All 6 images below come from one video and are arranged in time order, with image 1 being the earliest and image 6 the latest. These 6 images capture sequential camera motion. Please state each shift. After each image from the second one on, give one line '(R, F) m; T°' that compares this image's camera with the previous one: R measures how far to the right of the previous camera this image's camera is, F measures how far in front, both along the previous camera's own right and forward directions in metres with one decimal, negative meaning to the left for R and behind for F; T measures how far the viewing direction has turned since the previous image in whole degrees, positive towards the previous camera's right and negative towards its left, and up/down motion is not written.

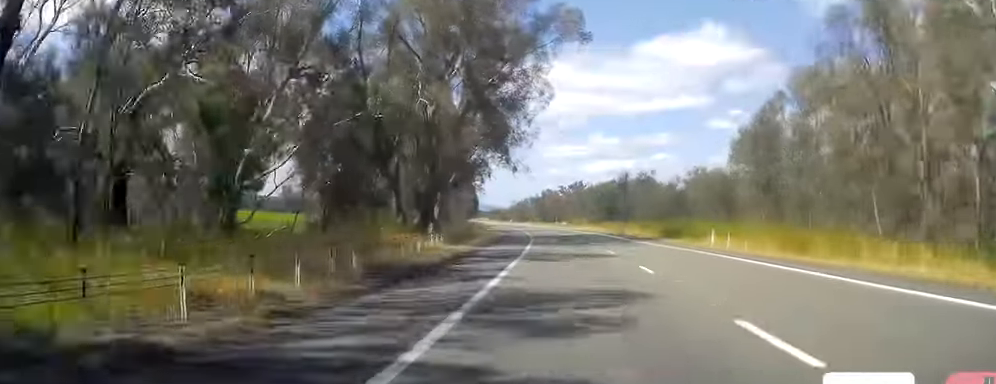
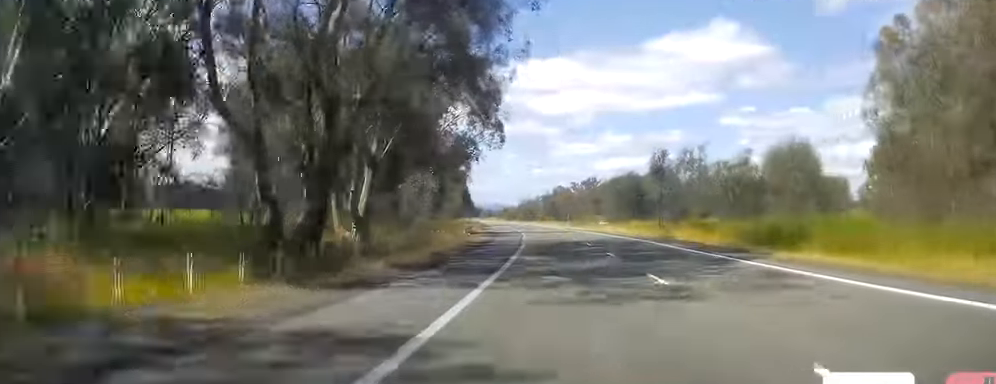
(+0.1, +27.0) m; 0°
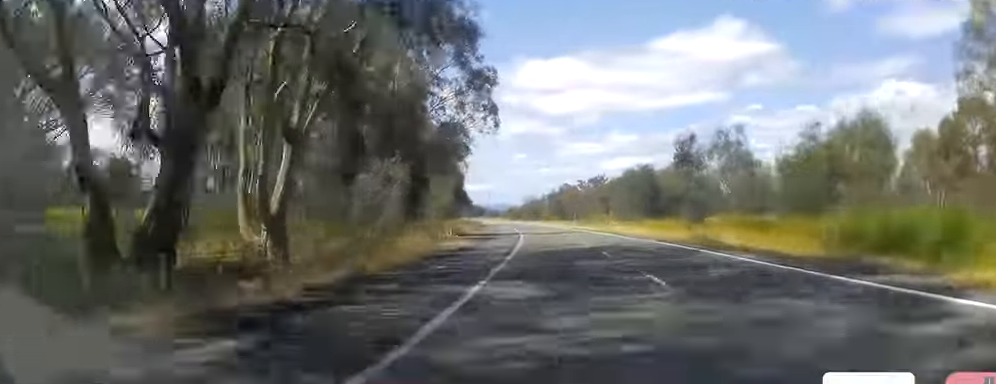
(+0.1, +12.5) m; 0°
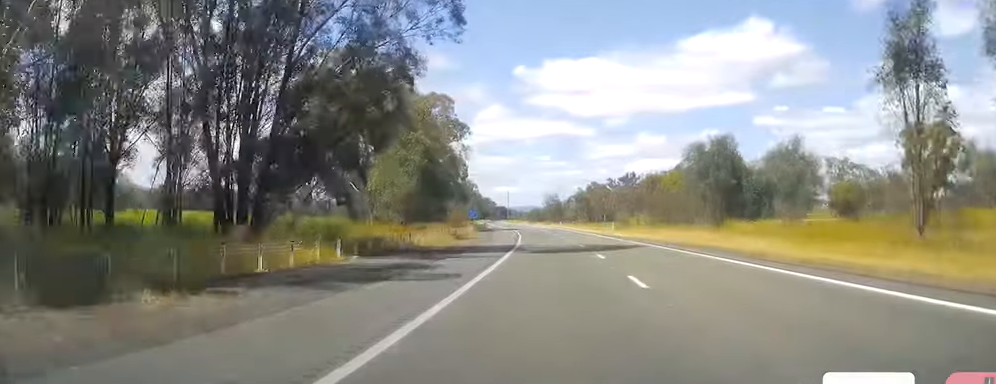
(-0.5, +35.8) m; -1°
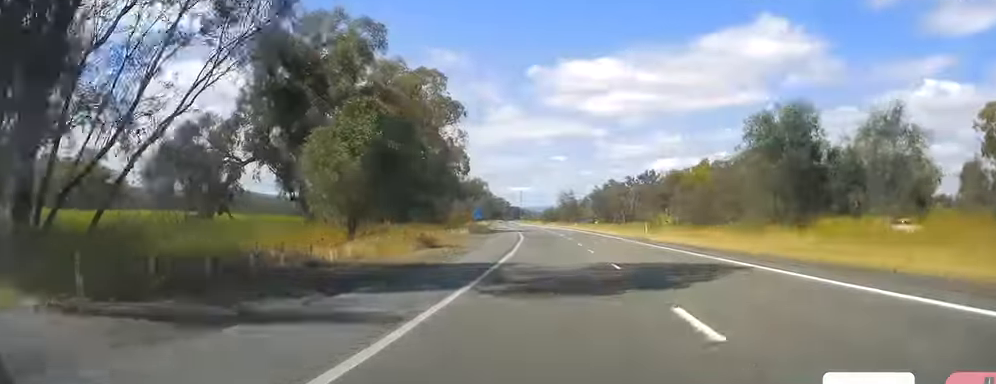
(+0.1, +18.5) m; -1°
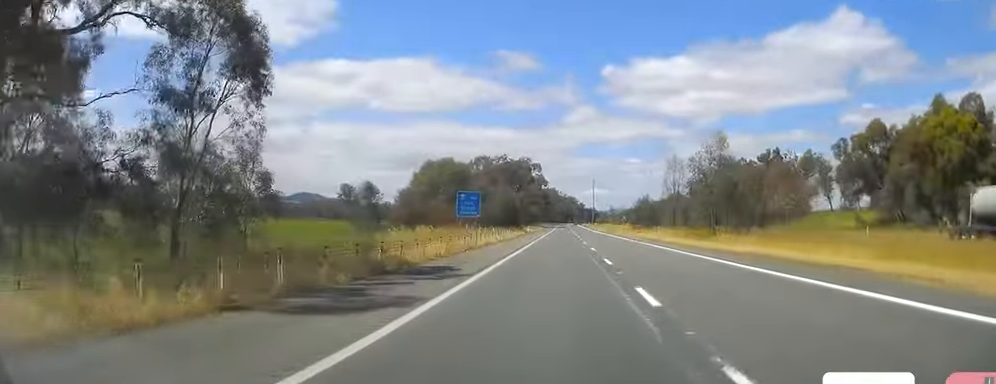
(-5.9, +105.5) m; -6°
